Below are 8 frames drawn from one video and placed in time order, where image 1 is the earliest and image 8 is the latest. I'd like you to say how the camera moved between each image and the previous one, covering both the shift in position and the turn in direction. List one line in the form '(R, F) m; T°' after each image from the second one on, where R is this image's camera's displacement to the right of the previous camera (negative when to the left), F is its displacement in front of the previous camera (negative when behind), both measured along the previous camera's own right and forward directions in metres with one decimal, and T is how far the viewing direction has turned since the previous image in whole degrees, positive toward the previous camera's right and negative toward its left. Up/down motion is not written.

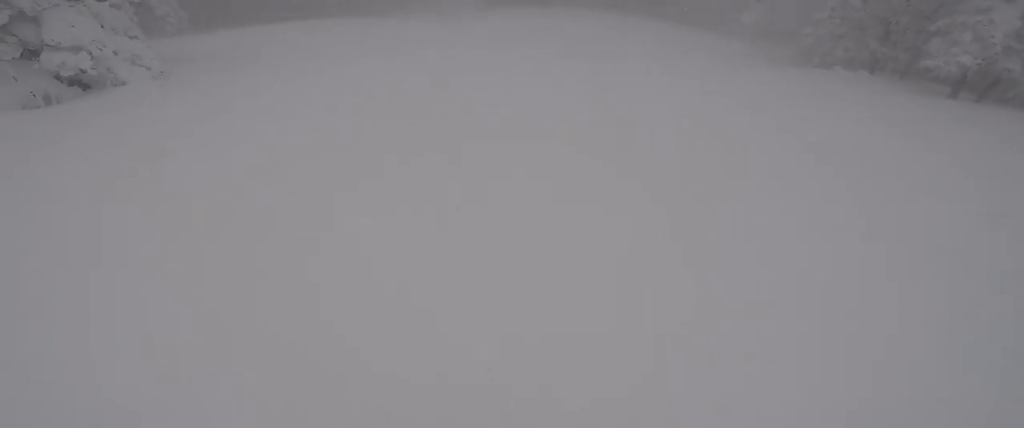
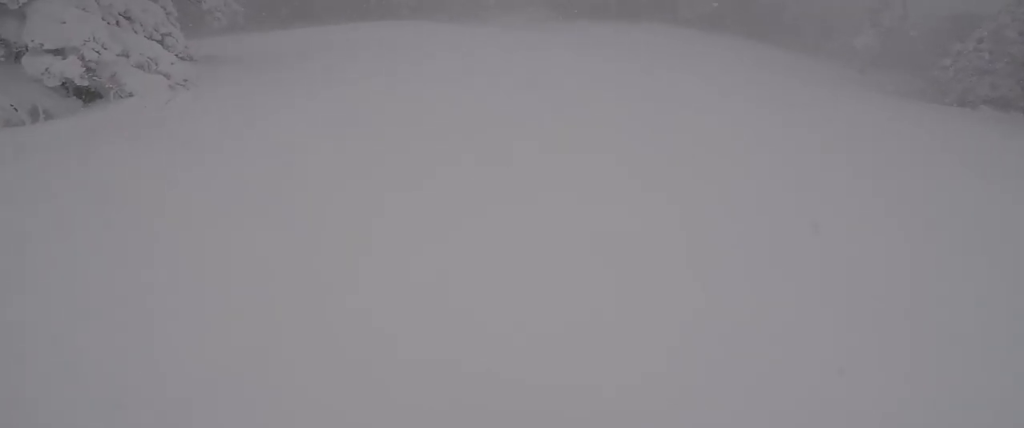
(-0.9, +3.7) m; -17°
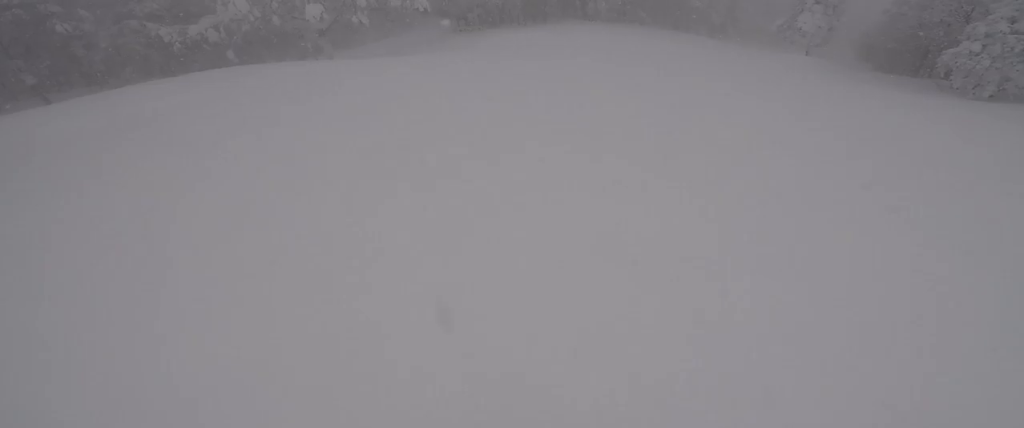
(0.0, +11.9) m; +27°
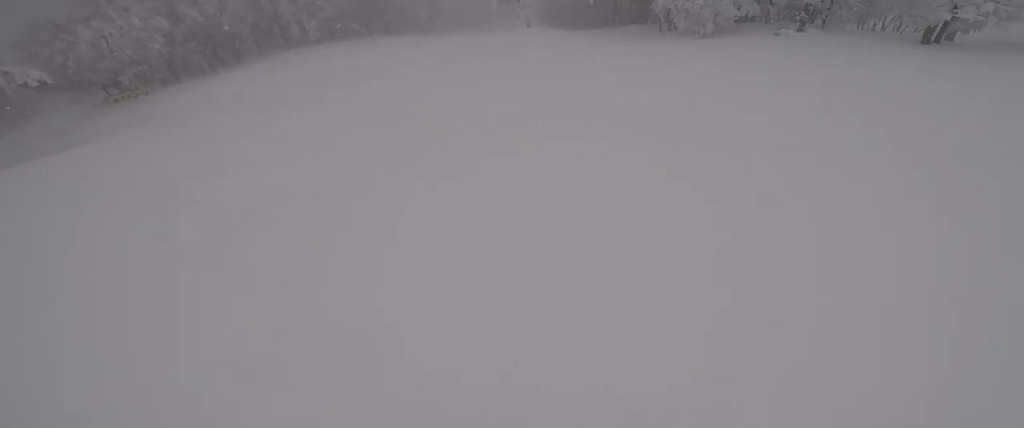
(+2.5, +6.0) m; +25°
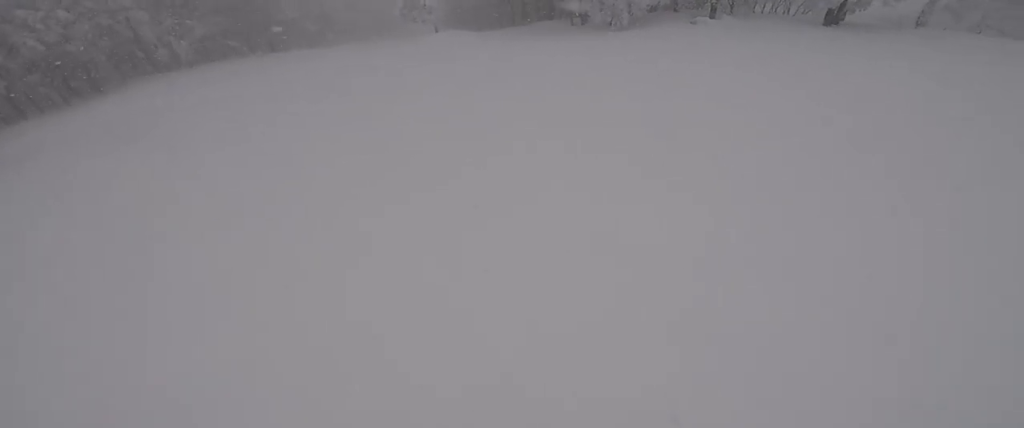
(+0.5, +2.0) m; -1°
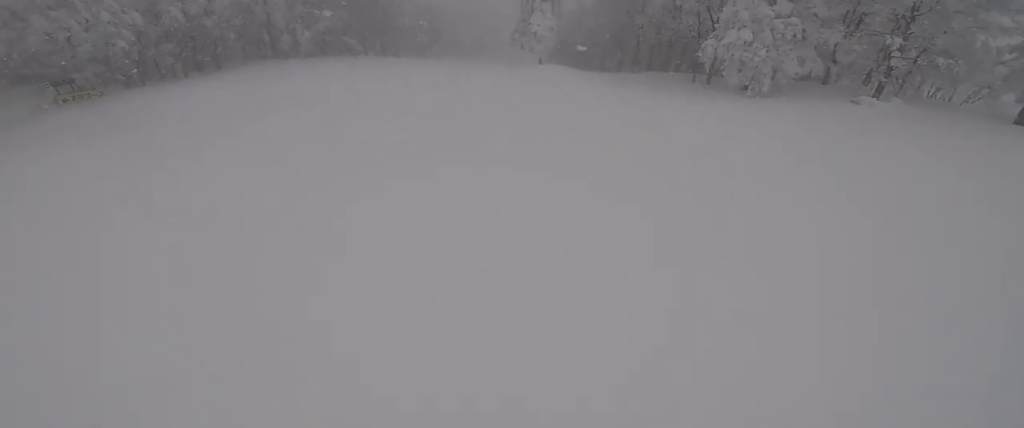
(-0.4, +2.6) m; -14°
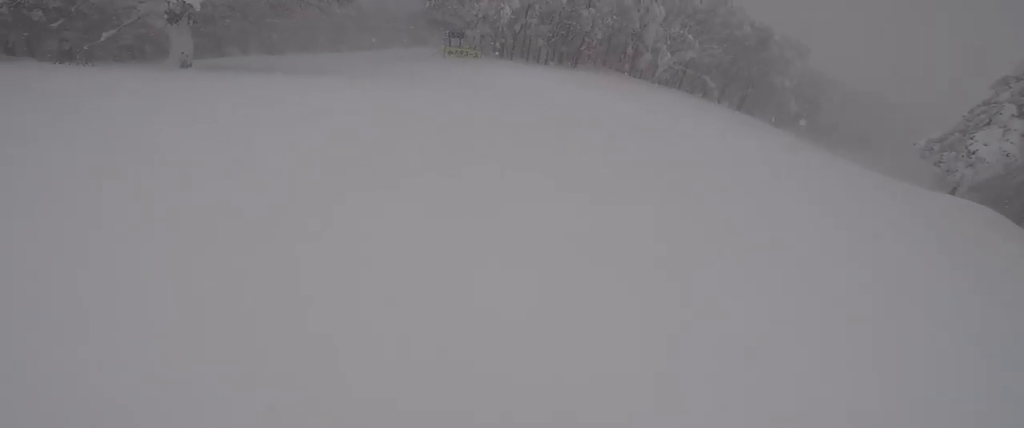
(-0.8, +3.7) m; -20°
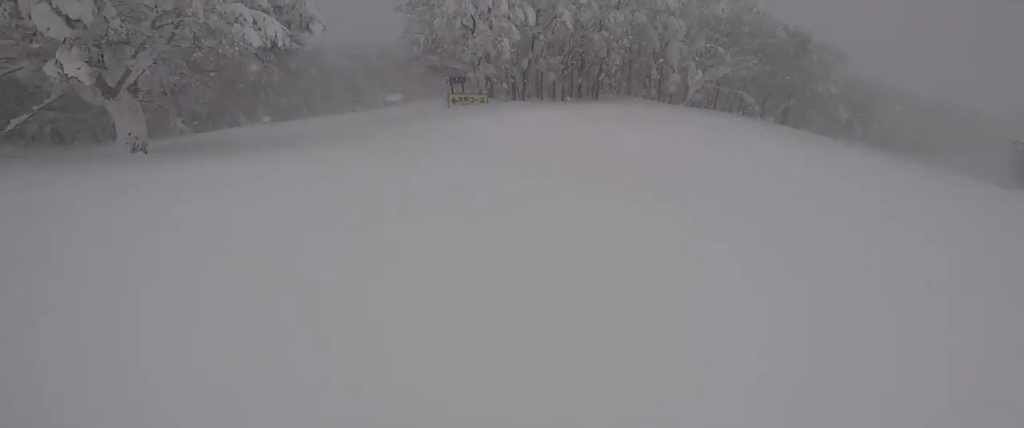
(-0.8, +3.9) m; -2°
